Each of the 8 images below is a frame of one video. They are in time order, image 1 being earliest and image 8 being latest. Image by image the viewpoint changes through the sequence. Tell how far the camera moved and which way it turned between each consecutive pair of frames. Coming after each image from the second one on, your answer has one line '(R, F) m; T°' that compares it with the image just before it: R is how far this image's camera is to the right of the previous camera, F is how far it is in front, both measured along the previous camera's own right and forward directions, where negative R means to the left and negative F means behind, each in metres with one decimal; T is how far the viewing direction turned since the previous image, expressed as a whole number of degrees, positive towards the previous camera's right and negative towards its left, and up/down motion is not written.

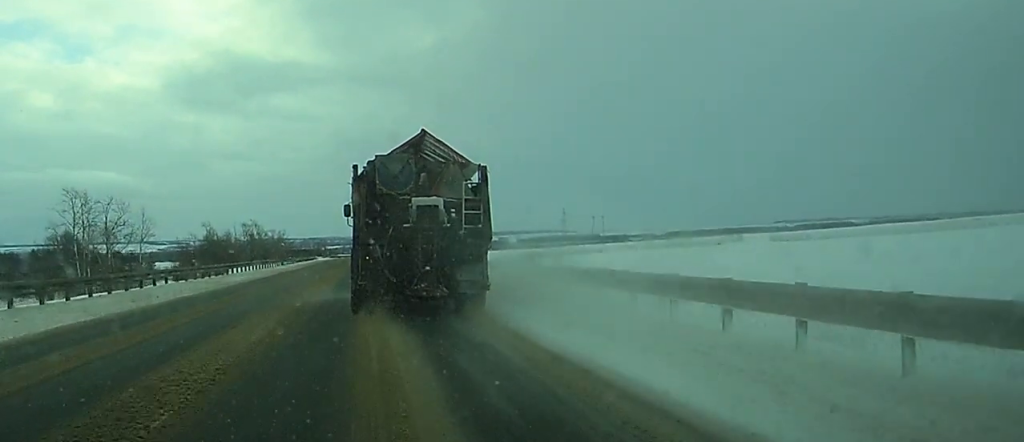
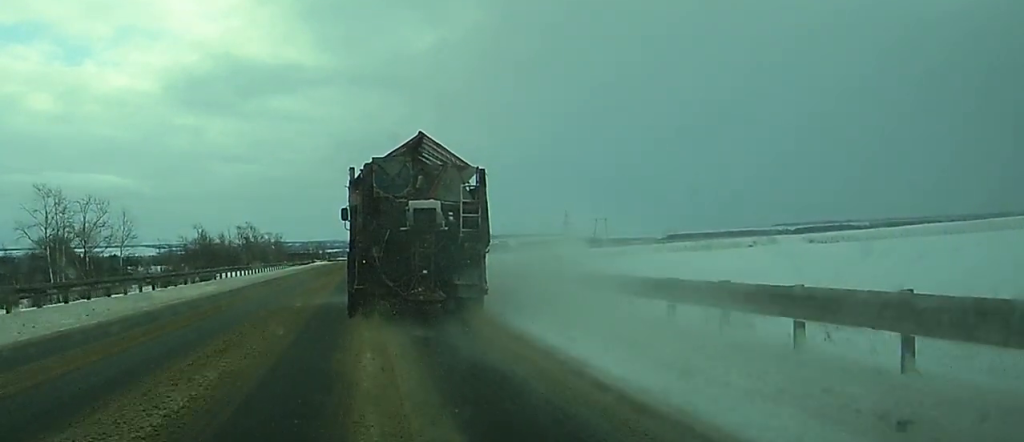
(0.0, +10.0) m; 0°
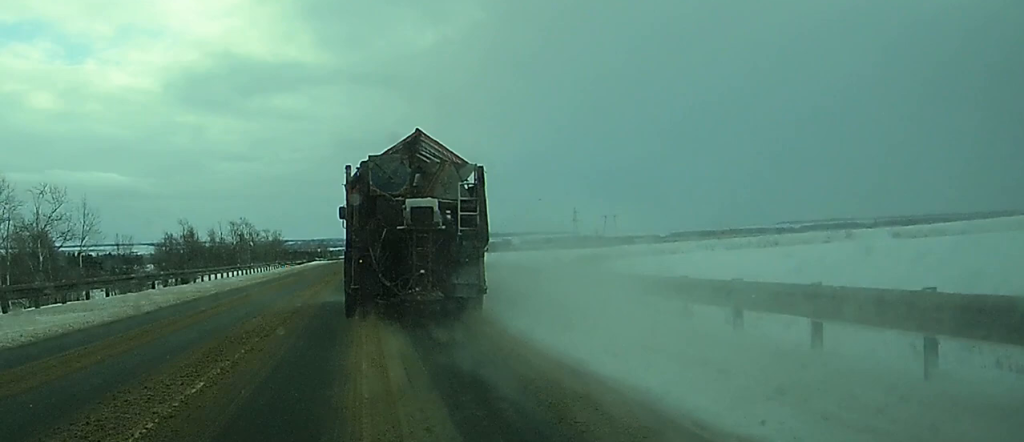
(0.0, +18.5) m; 0°
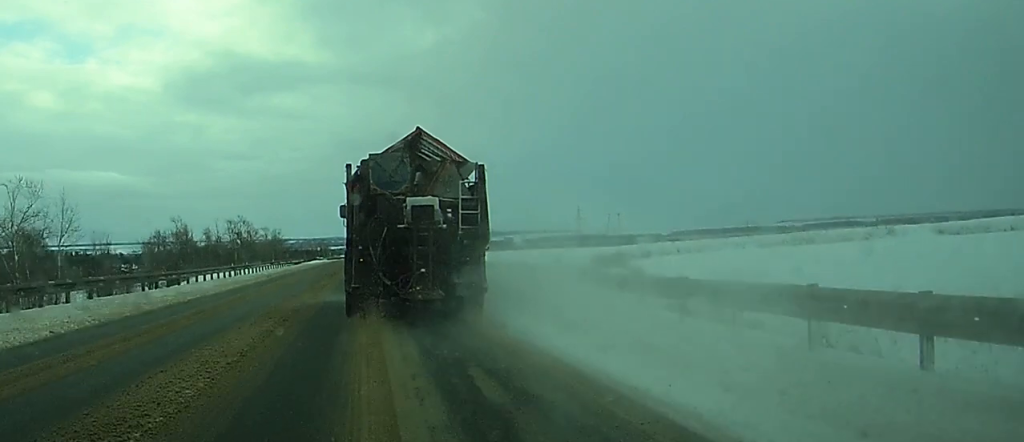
(0.0, +8.0) m; 0°
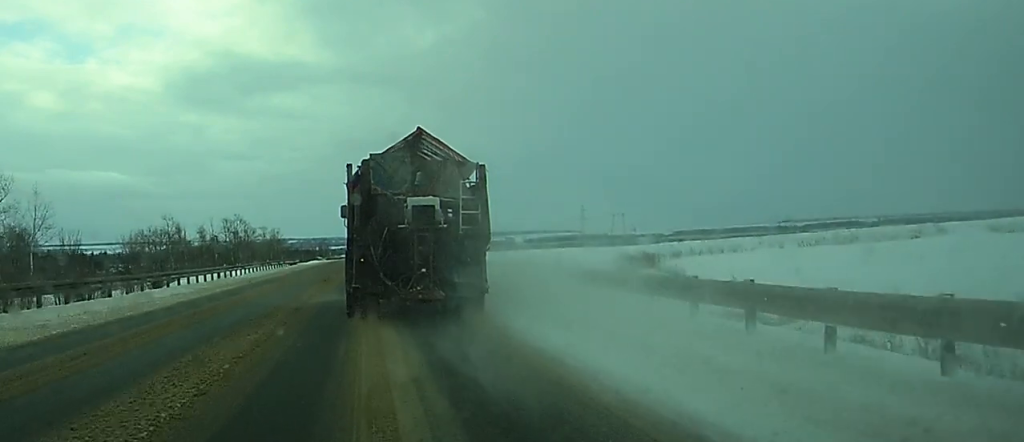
(0.0, +8.5) m; 0°
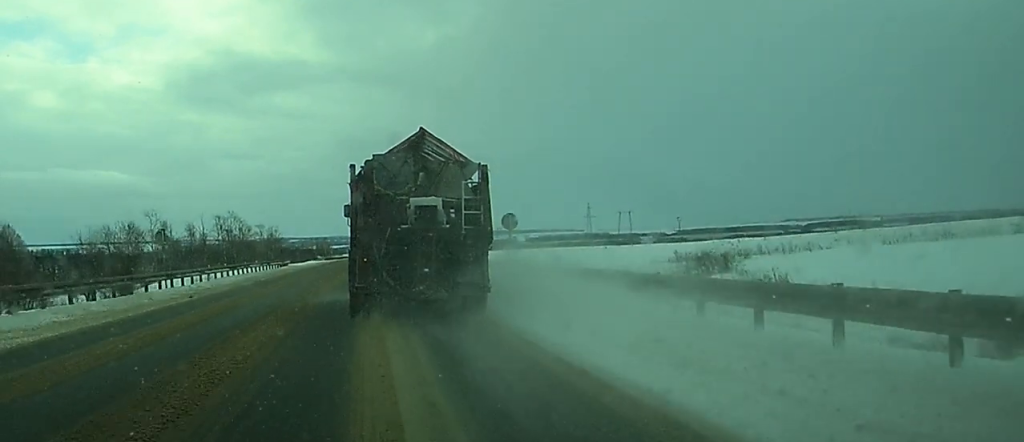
(0.0, +14.4) m; 0°
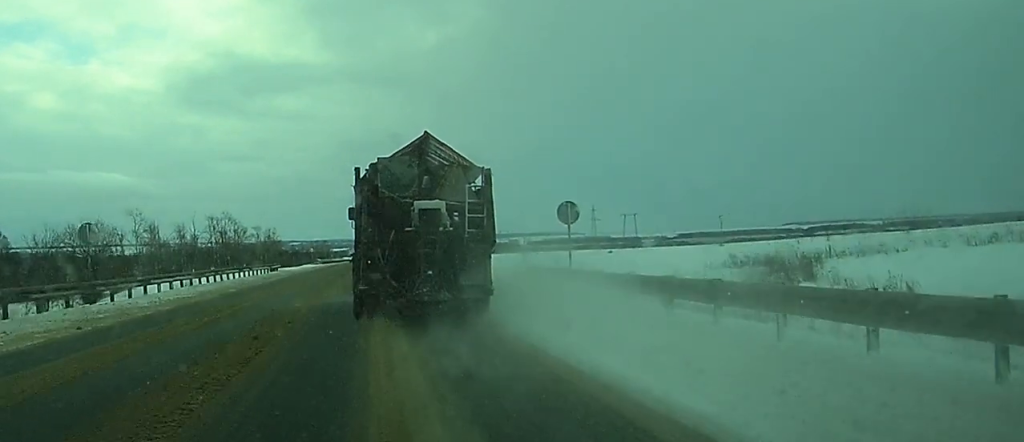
(+0.1, +10.8) m; +1°
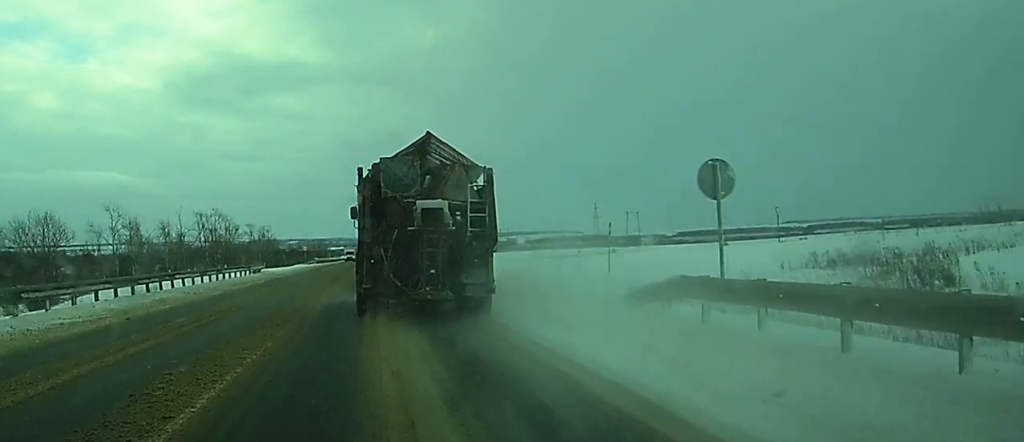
(+0.1, +11.7) m; 0°
